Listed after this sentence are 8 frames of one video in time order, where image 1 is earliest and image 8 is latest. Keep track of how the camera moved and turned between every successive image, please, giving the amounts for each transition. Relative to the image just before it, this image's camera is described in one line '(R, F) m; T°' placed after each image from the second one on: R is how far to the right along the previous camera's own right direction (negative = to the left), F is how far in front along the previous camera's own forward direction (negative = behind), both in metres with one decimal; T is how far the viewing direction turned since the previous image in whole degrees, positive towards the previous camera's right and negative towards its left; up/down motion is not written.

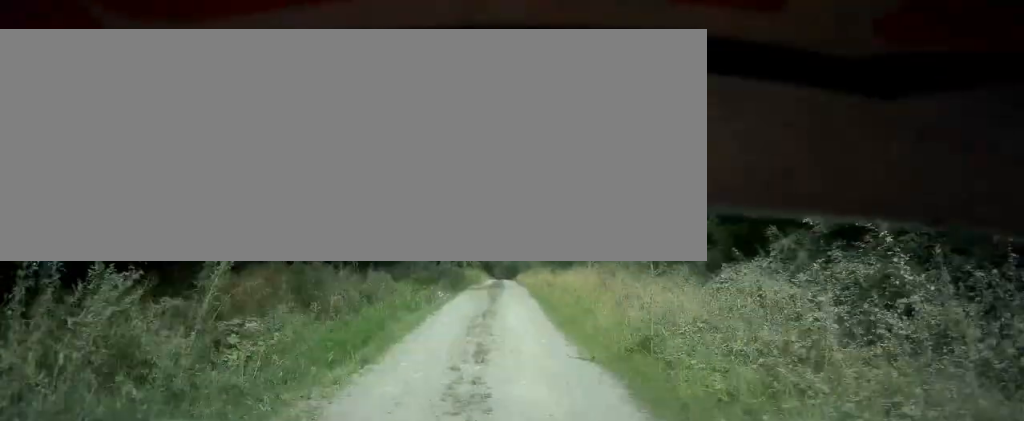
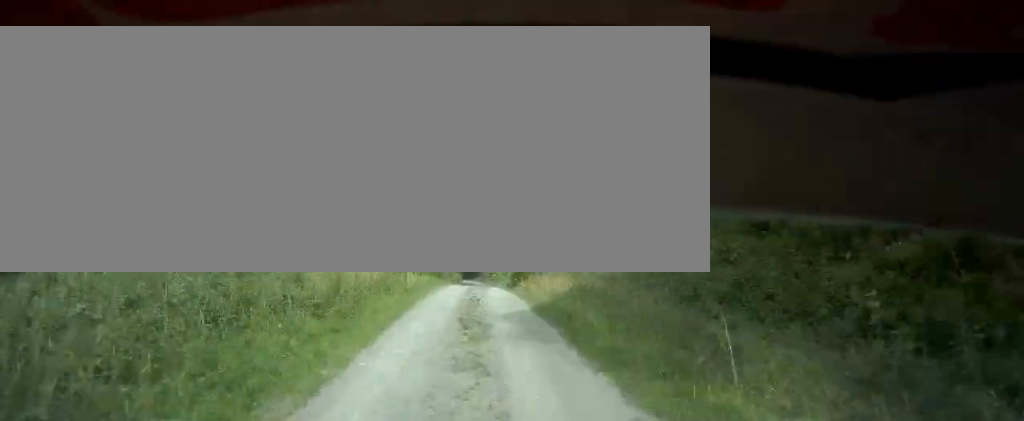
(+4.9, +57.0) m; +4°
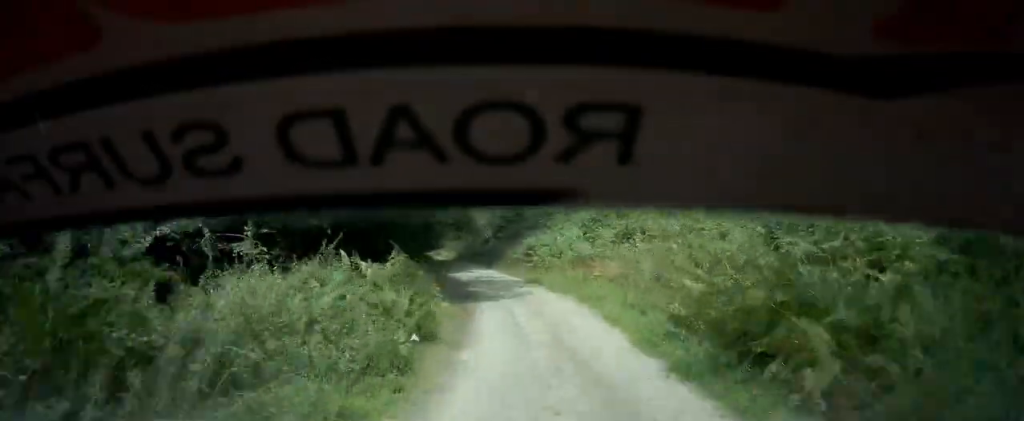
(-1.5, +39.7) m; -3°
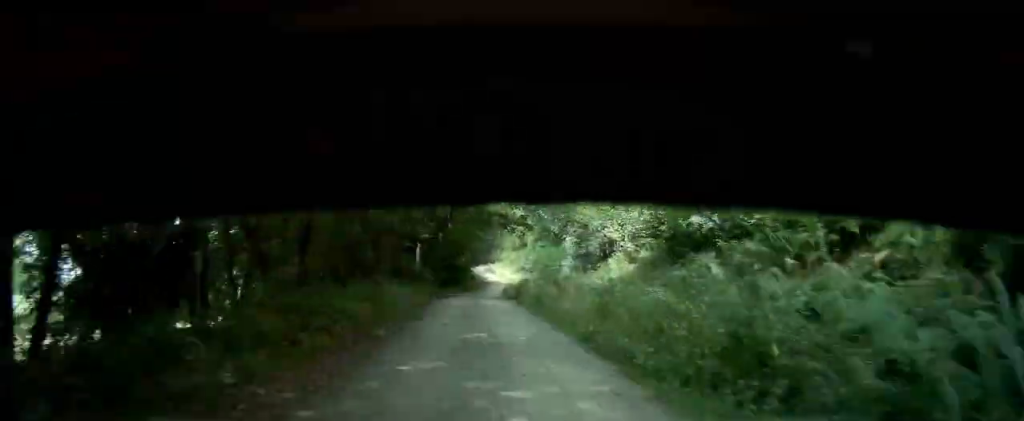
(-1.5, +55.1) m; -3°
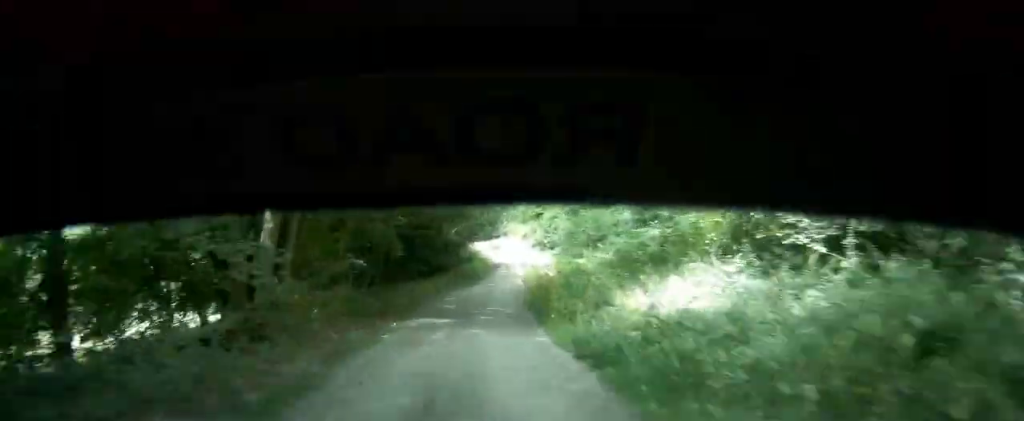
(-0.6, +32.3) m; -3°
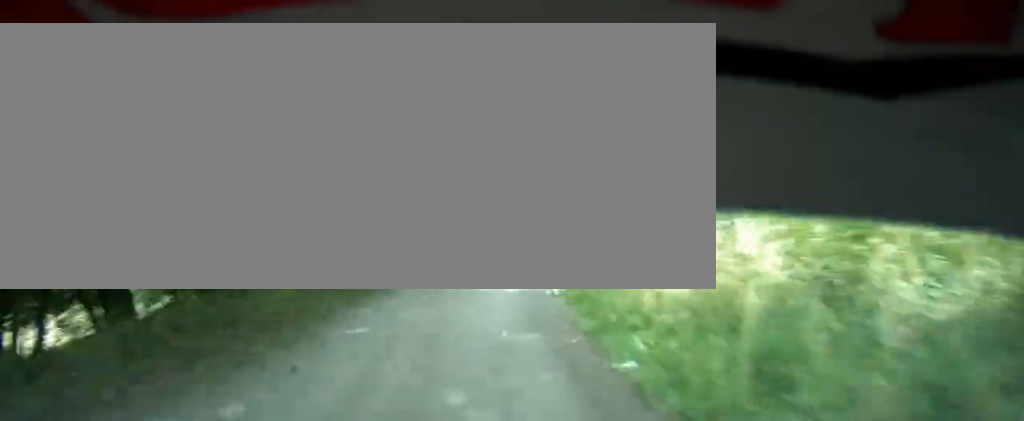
(-0.8, +25.4) m; -2°
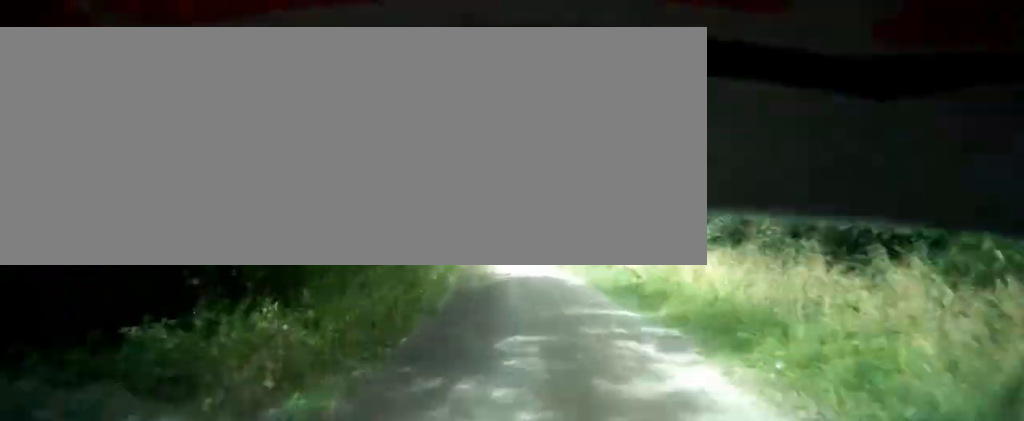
(-0.4, +24.7) m; 0°
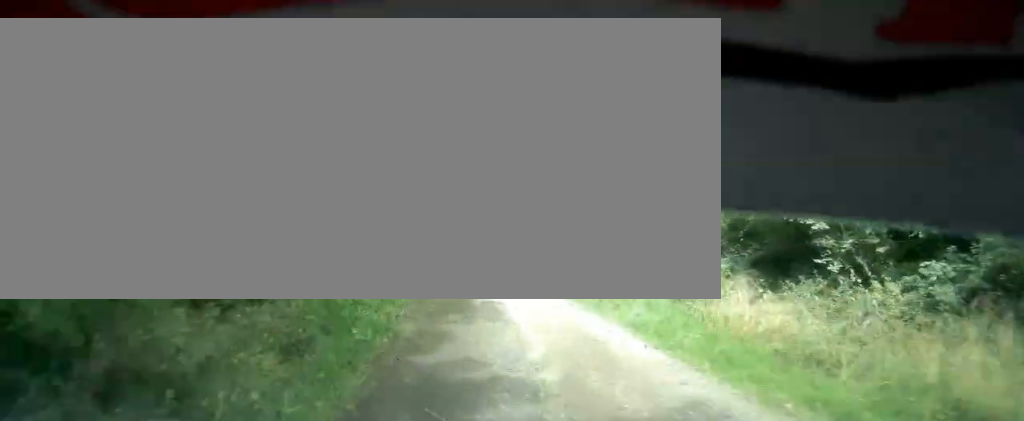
(-0.1, +12.9) m; +1°
